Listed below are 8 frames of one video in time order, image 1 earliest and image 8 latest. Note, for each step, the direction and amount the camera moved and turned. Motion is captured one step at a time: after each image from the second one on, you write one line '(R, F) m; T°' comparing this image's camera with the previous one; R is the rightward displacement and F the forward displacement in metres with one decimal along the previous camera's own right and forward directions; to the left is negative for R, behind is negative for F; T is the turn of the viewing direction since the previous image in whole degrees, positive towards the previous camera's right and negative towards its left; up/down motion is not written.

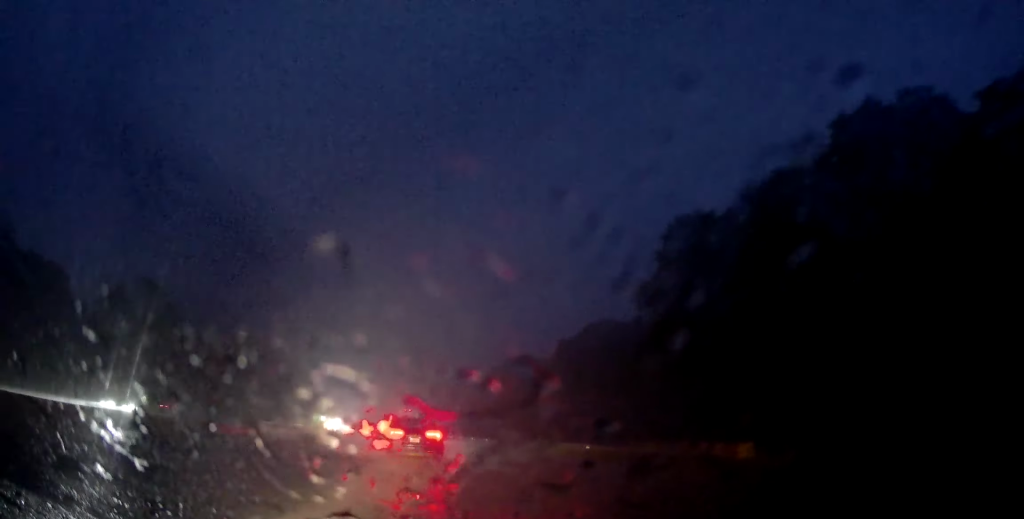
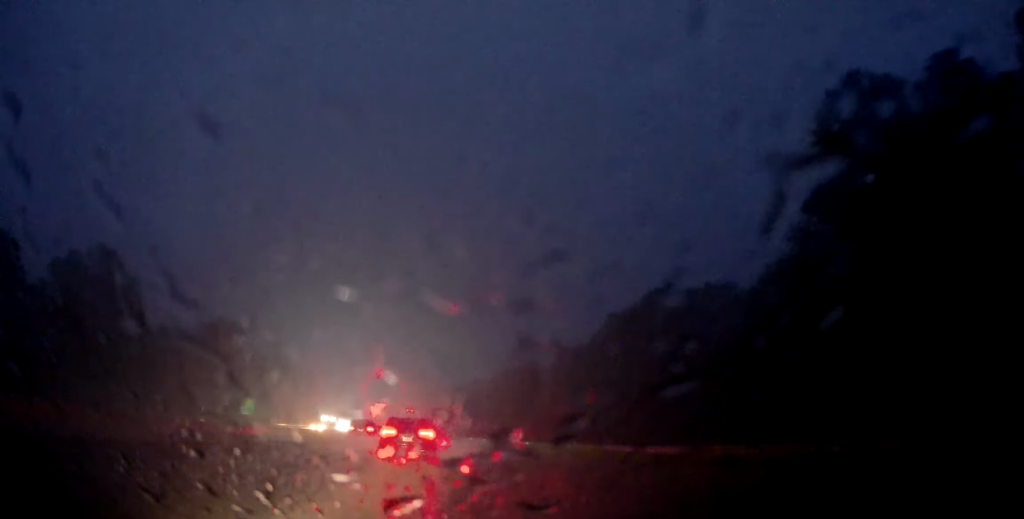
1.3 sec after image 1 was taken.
(0.0, +22.3) m; 0°
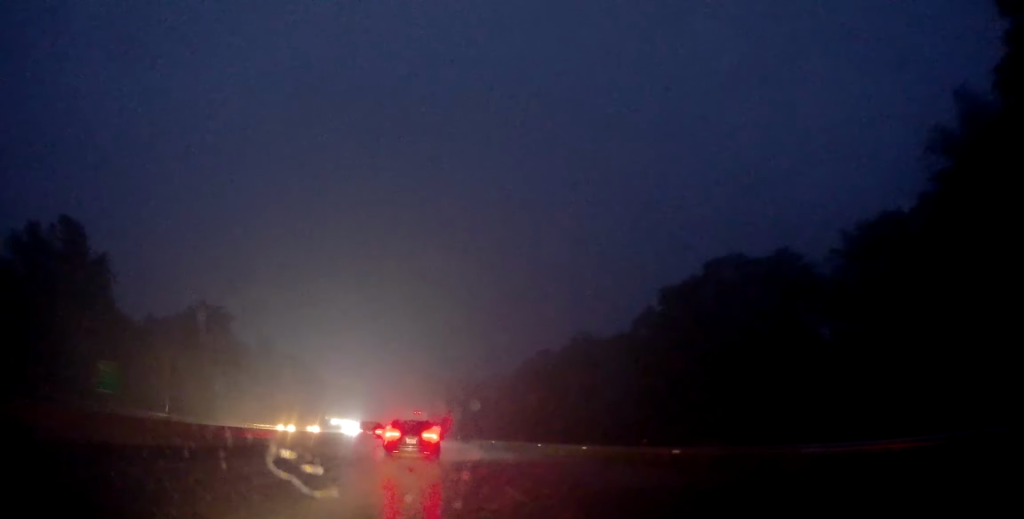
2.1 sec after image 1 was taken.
(-0.1, +15.5) m; -2°
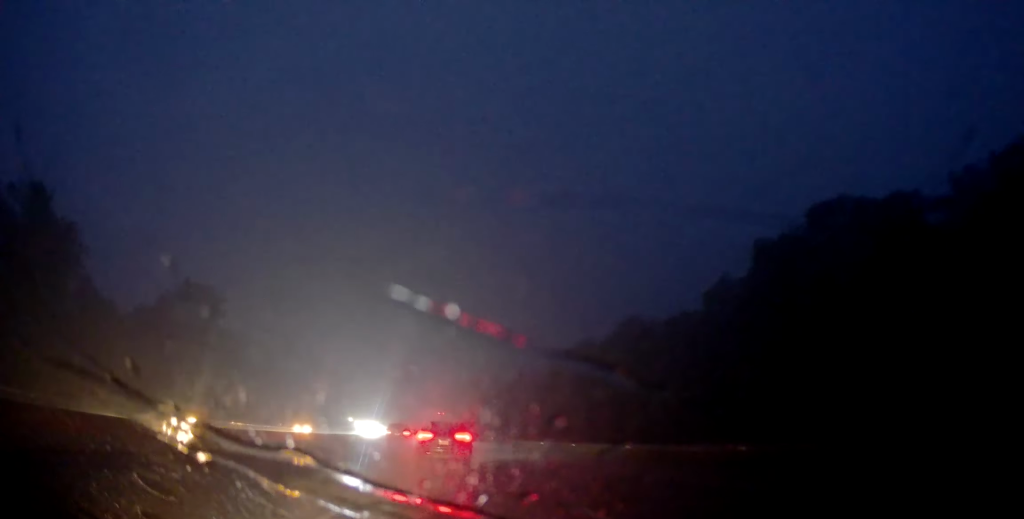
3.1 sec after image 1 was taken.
(-0.4, +16.5) m; 0°
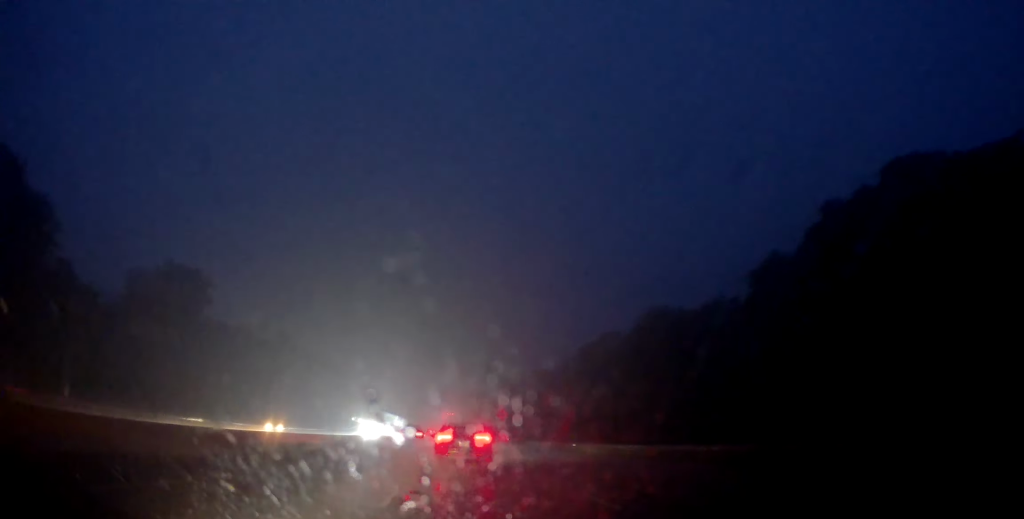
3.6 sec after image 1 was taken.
(+0.1, +9.3) m; 0°
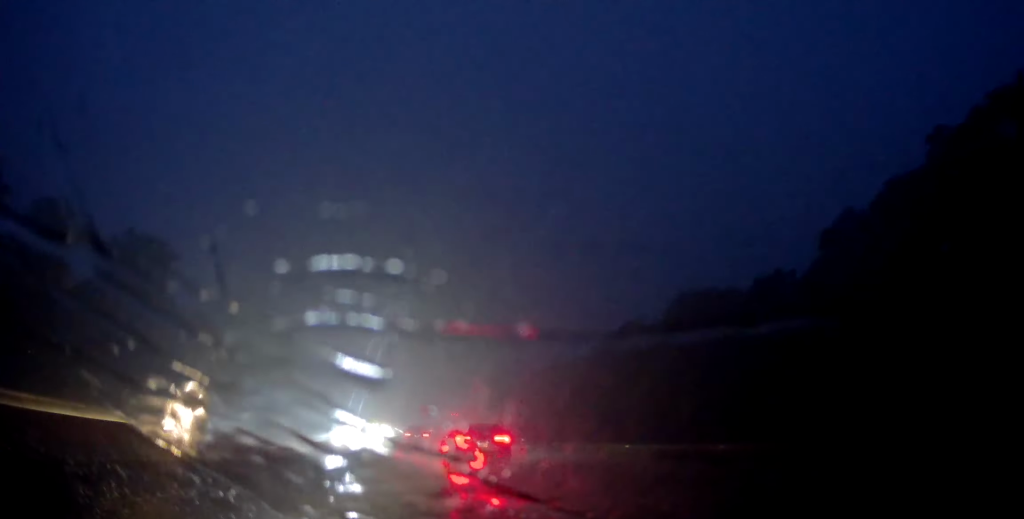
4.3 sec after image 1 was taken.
(+0.5, +12.0) m; -1°
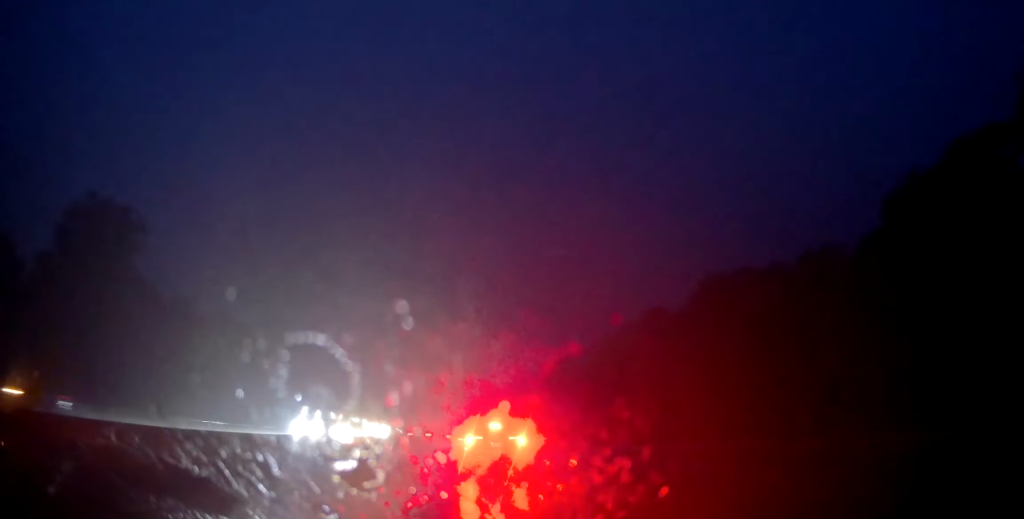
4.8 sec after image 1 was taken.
(-0.6, +8.7) m; -2°
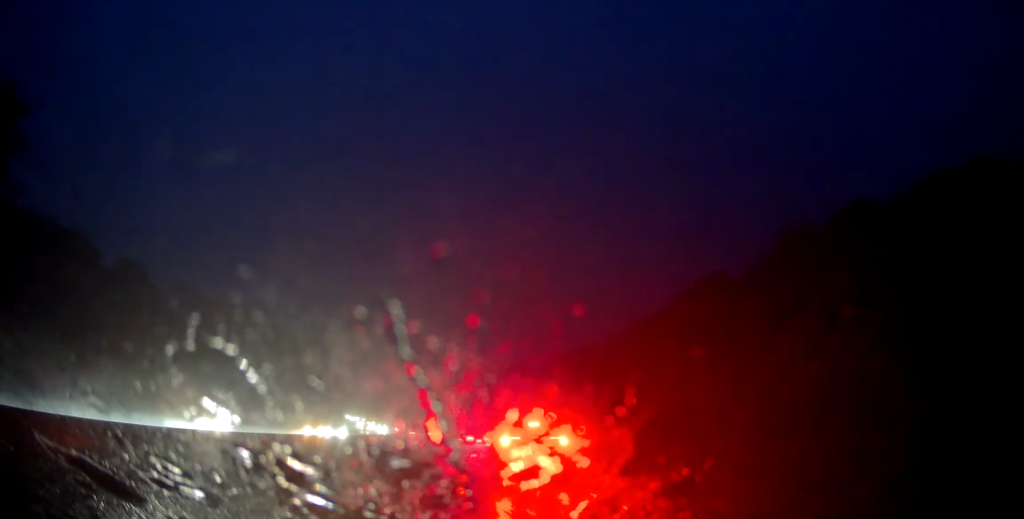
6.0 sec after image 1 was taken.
(-0.7, +21.1) m; -2°
